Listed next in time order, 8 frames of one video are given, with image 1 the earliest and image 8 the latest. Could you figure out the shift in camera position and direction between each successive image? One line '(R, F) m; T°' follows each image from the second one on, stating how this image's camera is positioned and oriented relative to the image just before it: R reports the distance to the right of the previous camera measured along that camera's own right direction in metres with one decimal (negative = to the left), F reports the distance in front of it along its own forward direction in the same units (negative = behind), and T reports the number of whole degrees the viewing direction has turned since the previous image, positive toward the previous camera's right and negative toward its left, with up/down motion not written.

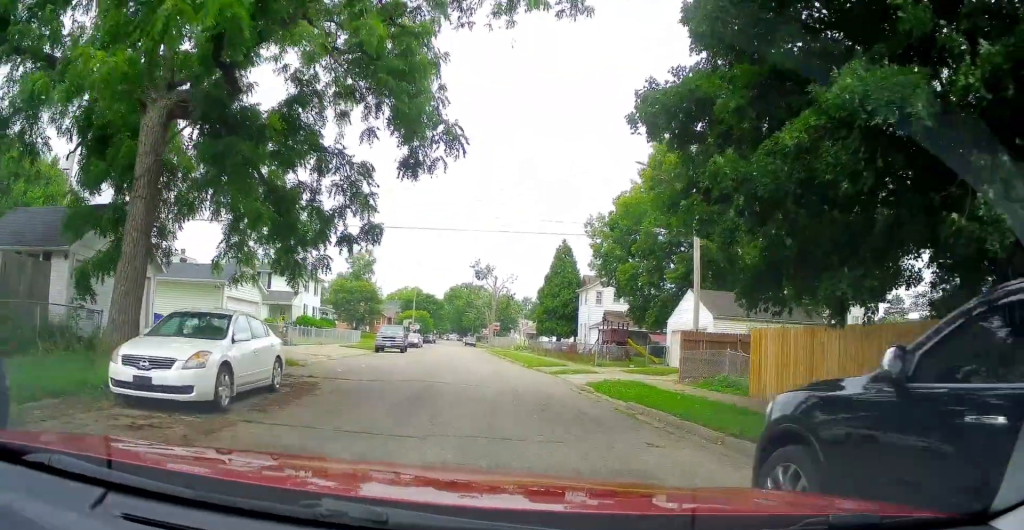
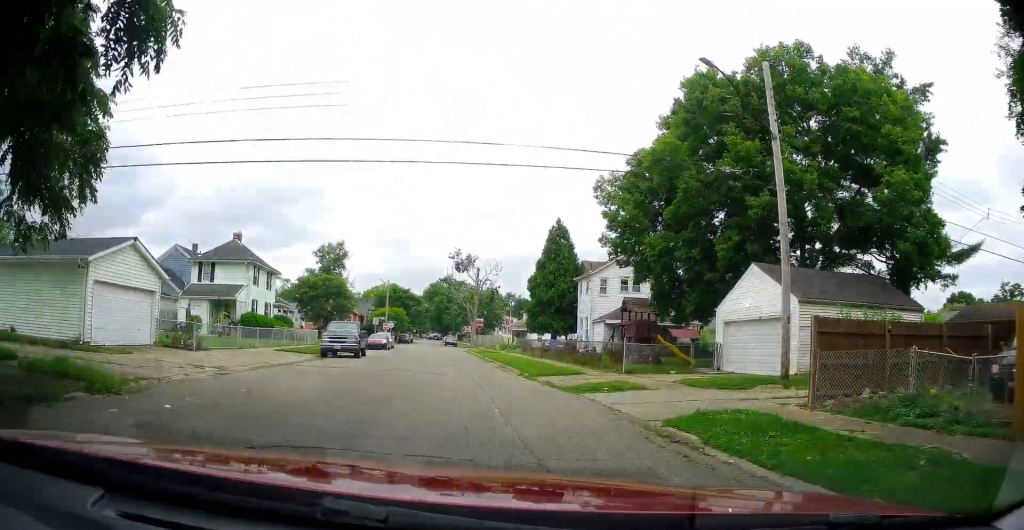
(0.0, +9.7) m; +4°
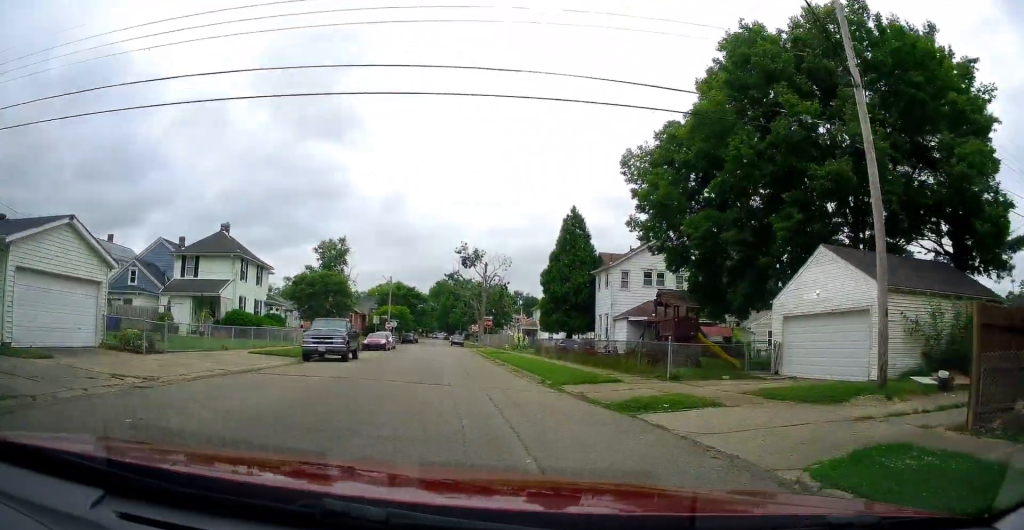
(+0.2, +4.4) m; +1°
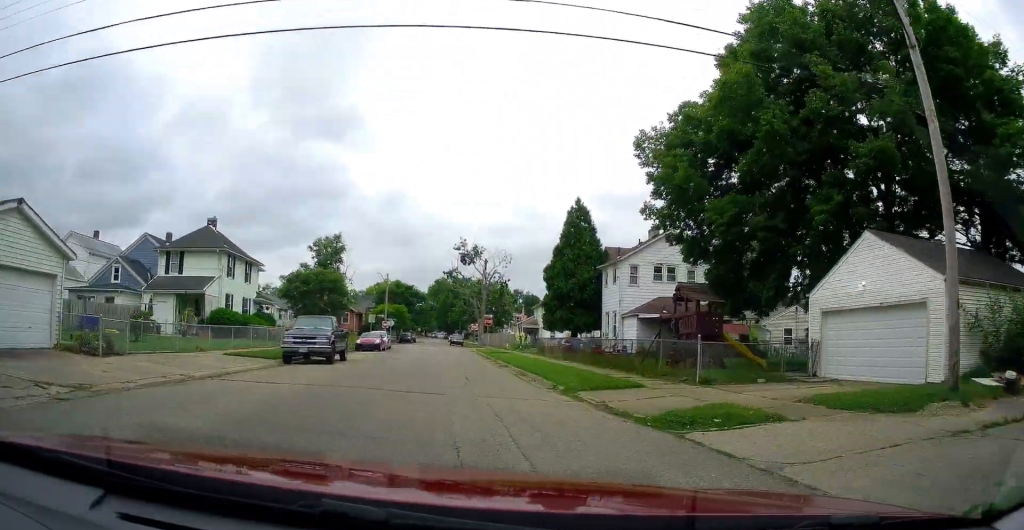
(+0.2, +2.5) m; 0°
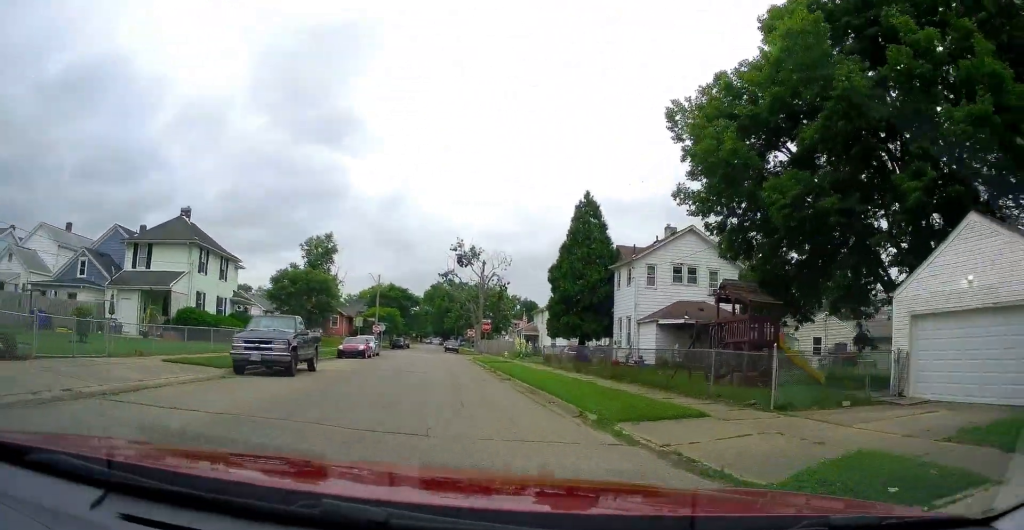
(-0.2, +4.6) m; -2°
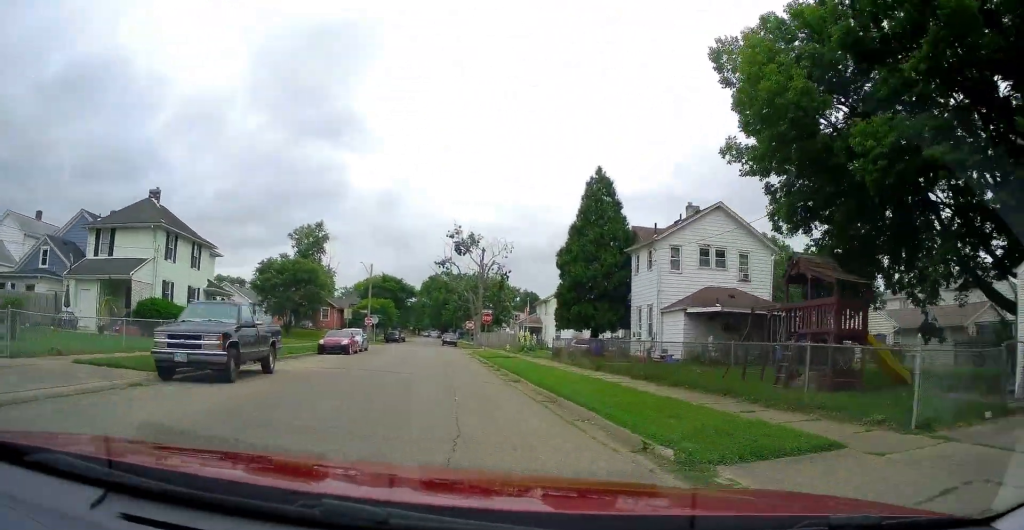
(-0.2, +4.8) m; -1°
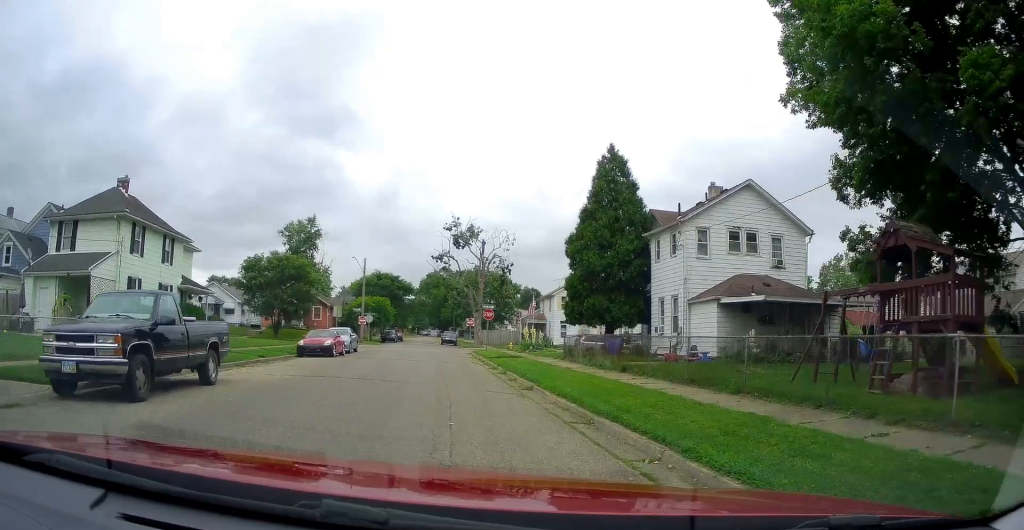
(0.0, +4.3) m; +2°
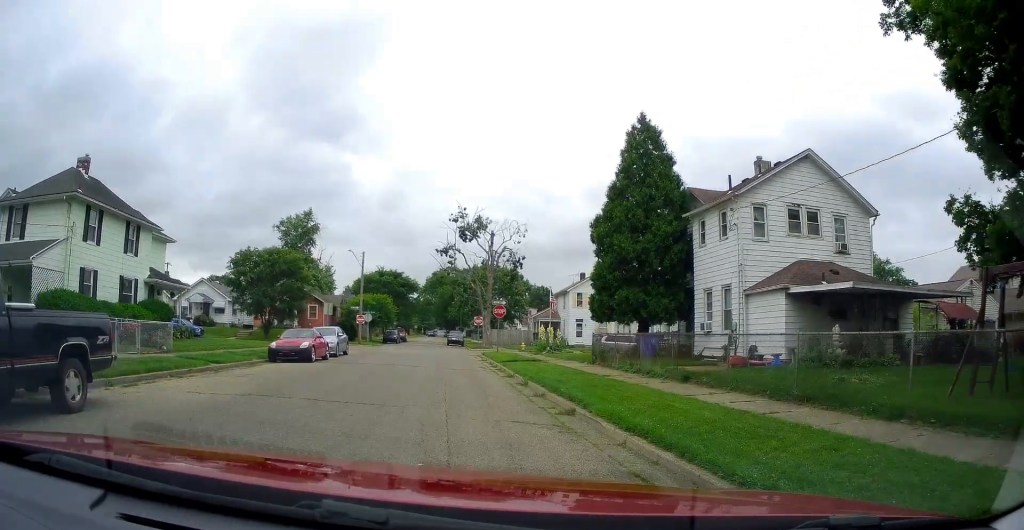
(+0.2, +5.6) m; +1°
